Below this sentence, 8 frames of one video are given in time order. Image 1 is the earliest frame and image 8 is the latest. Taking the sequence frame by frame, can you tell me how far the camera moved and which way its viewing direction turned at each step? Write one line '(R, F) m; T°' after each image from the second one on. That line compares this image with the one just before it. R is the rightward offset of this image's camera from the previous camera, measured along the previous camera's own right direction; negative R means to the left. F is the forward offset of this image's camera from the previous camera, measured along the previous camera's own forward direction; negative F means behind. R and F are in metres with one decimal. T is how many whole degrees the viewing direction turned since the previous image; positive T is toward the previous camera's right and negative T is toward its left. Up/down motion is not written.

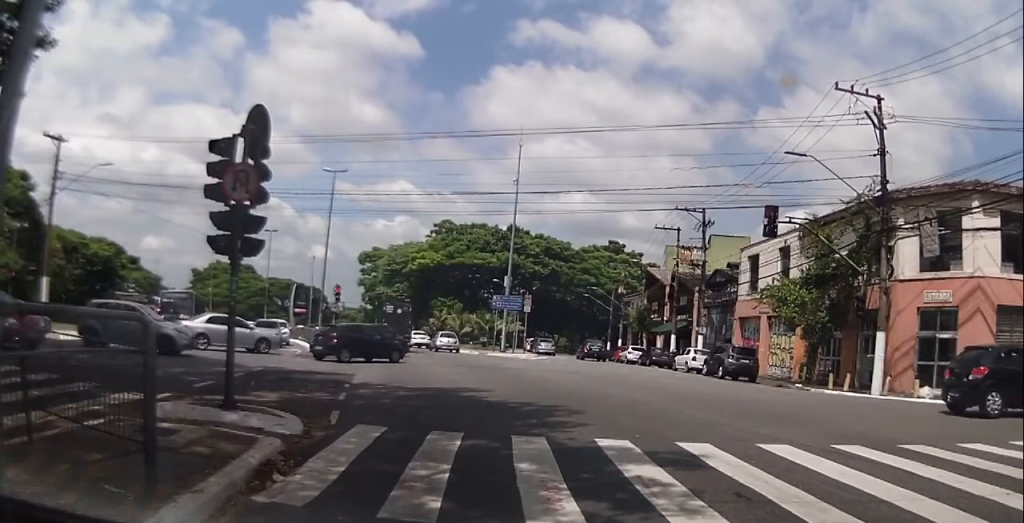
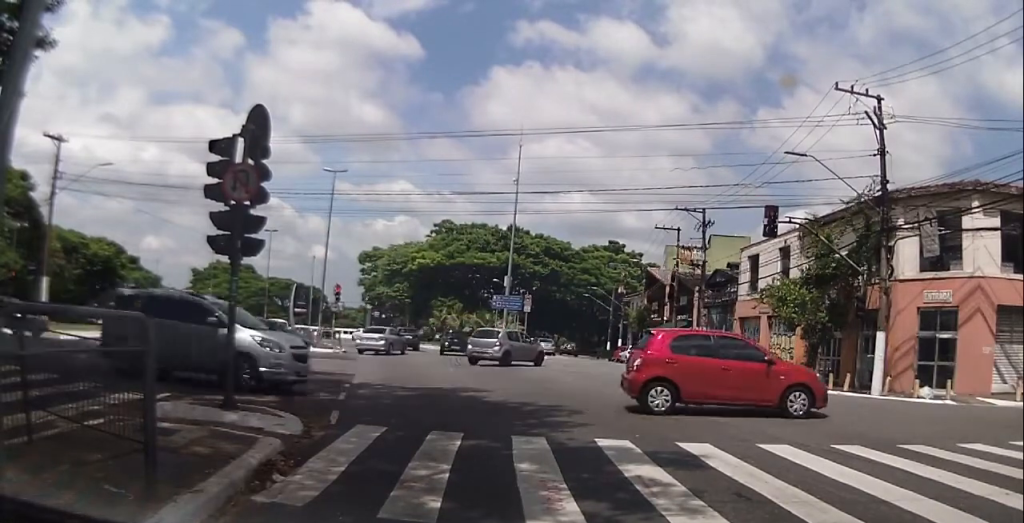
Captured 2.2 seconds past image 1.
(0.0, 0.0) m; 0°
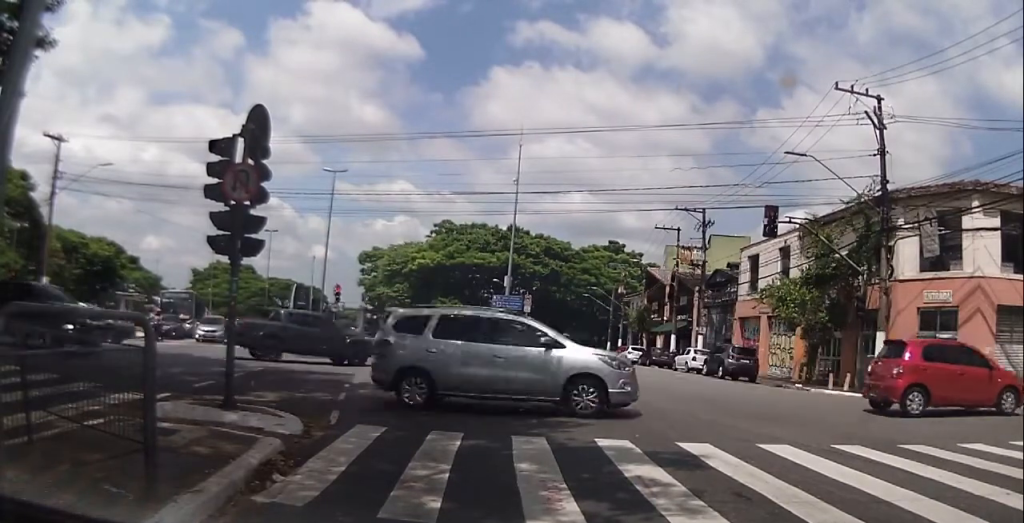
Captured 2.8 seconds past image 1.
(0.0, 0.0) m; 0°
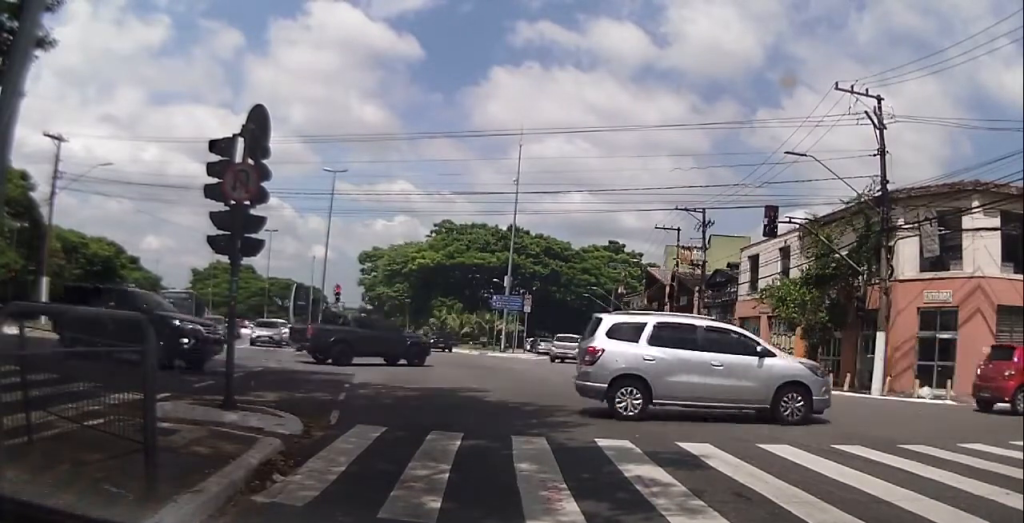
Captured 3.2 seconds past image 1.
(0.0, 0.0) m; 0°
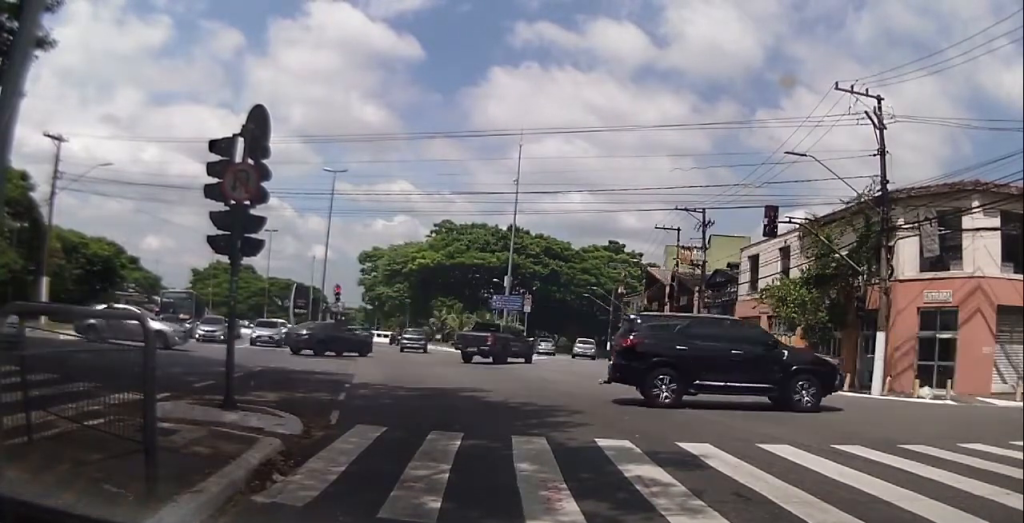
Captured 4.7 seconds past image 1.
(0.0, 0.0) m; 0°
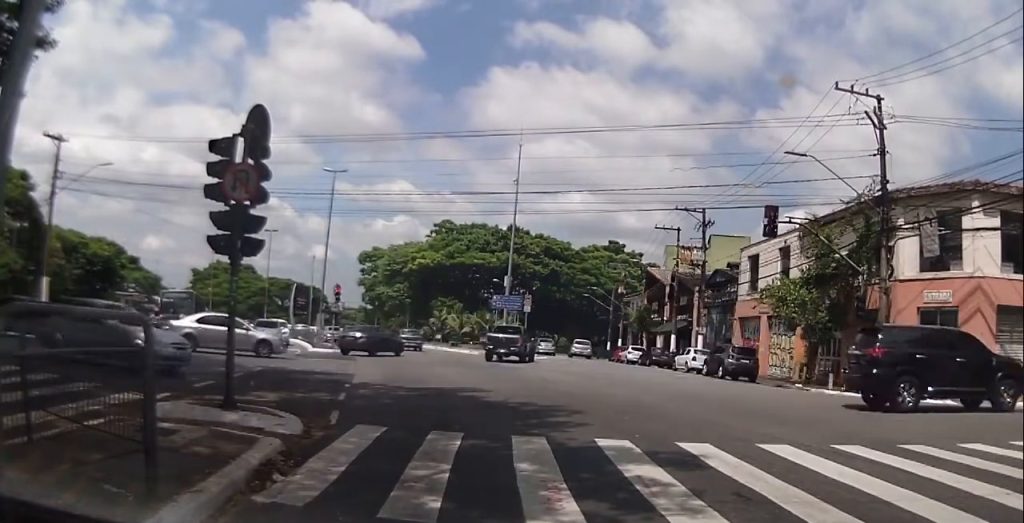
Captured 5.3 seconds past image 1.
(0.0, 0.0) m; 0°
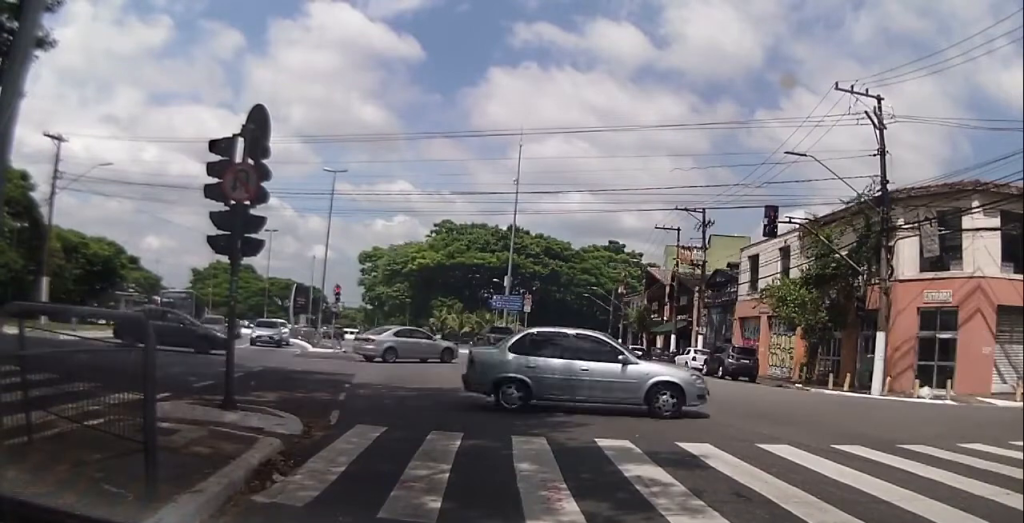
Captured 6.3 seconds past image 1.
(0.0, 0.0) m; 0°
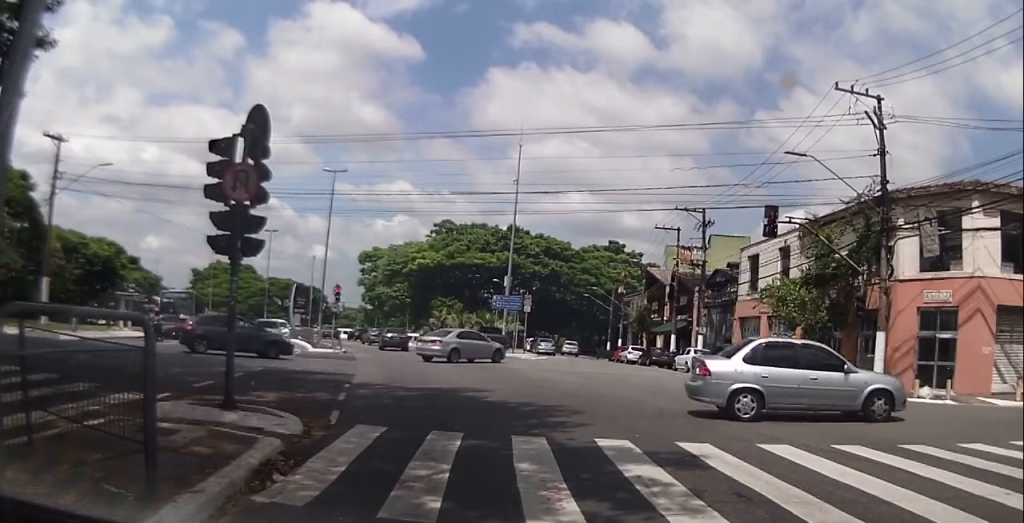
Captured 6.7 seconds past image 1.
(0.0, 0.0) m; 0°
